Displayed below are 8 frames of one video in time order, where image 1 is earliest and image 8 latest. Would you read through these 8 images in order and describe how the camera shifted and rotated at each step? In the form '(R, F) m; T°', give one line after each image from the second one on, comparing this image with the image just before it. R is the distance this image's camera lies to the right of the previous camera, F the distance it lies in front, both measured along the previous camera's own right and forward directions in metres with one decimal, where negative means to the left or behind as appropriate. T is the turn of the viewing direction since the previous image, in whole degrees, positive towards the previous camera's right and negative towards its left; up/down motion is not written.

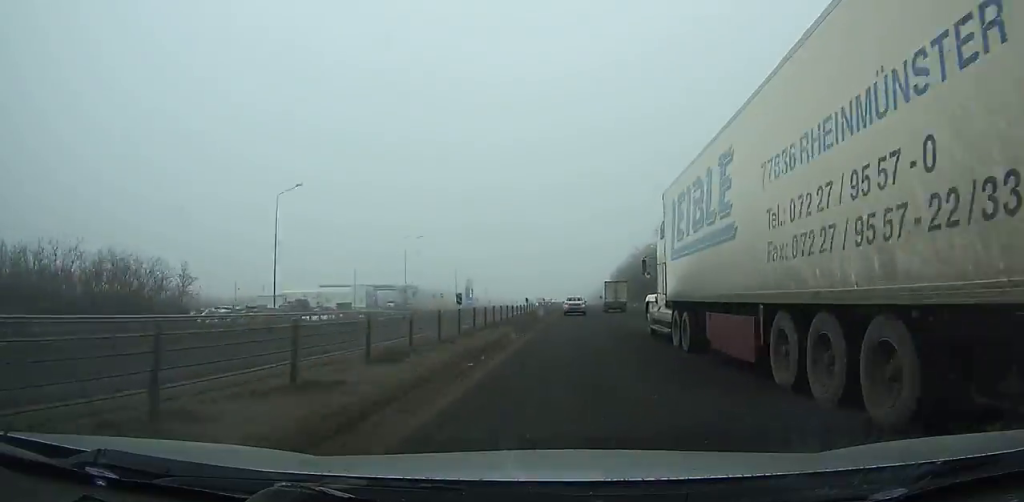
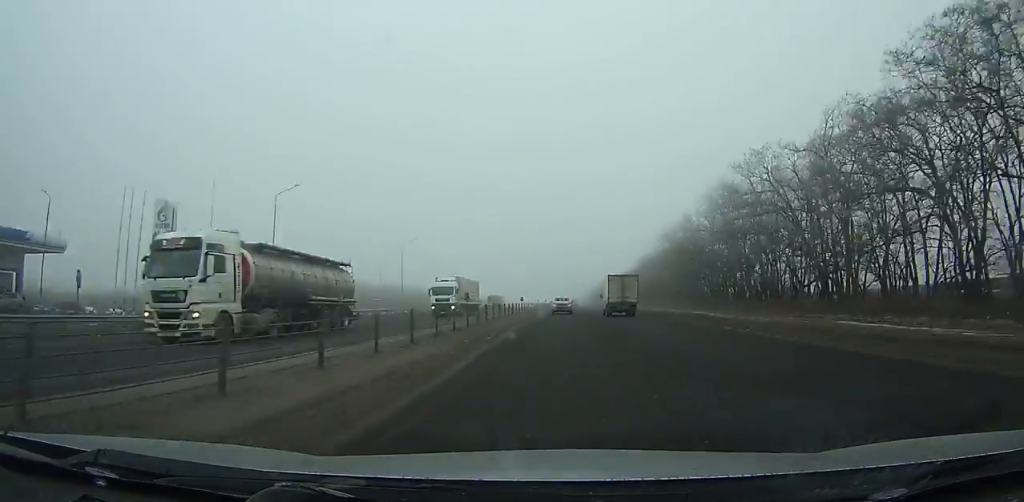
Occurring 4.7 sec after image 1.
(-0.1, +116.2) m; 0°
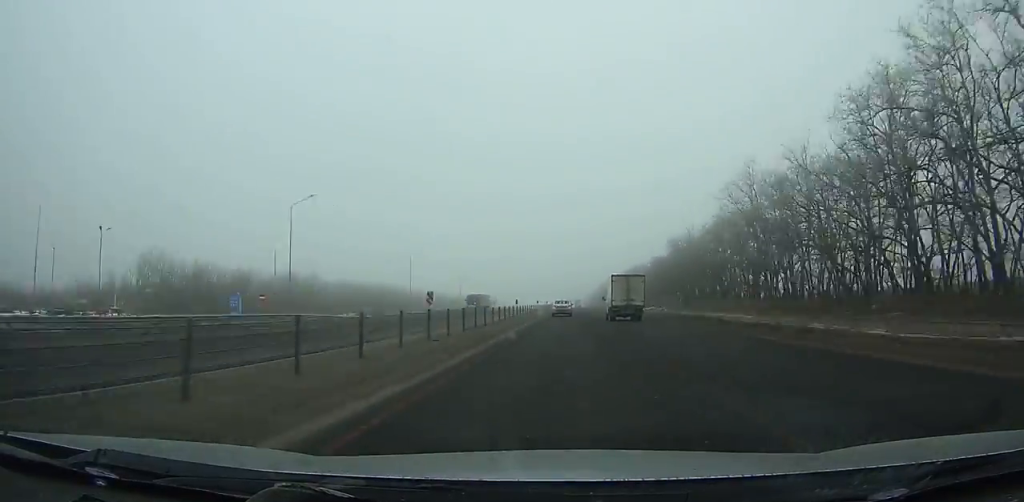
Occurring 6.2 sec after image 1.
(0.0, +37.1) m; 0°
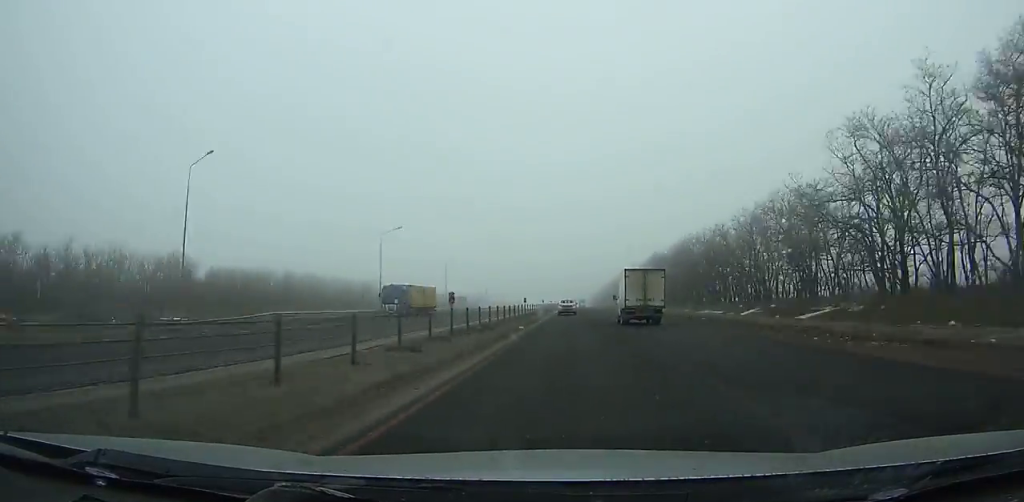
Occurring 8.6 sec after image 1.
(0.0, +59.6) m; 0°
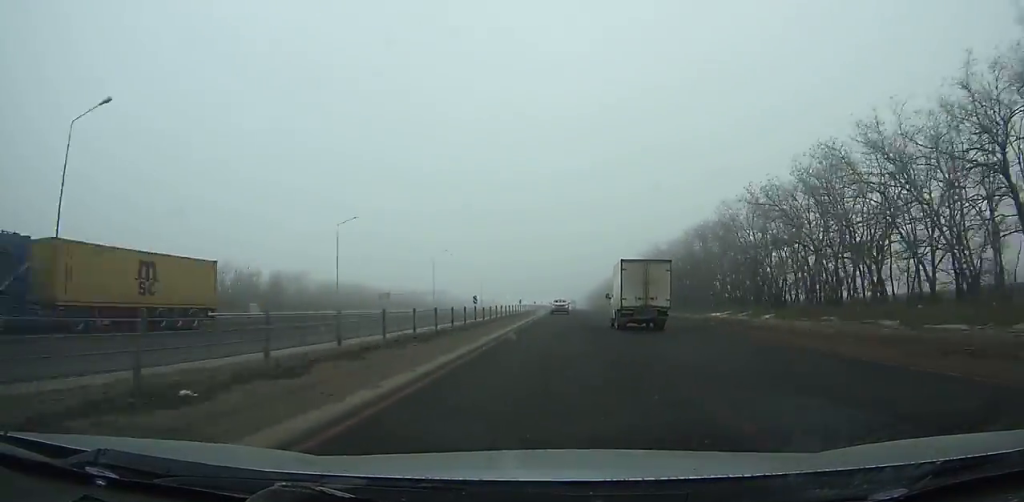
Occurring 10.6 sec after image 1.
(+0.3, +50.2) m; 0°
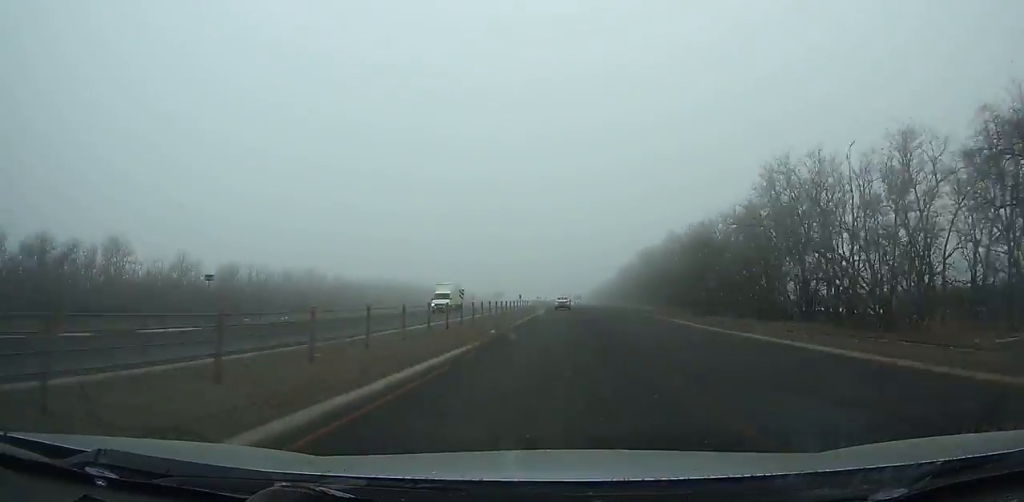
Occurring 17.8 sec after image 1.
(-0.4, +186.2) m; 0°
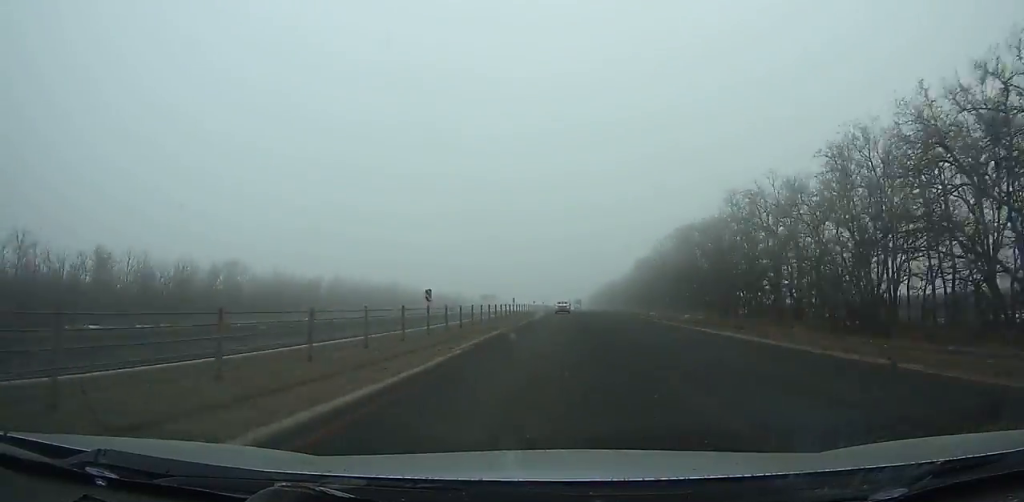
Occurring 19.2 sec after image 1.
(+0.1, +37.1) m; 0°
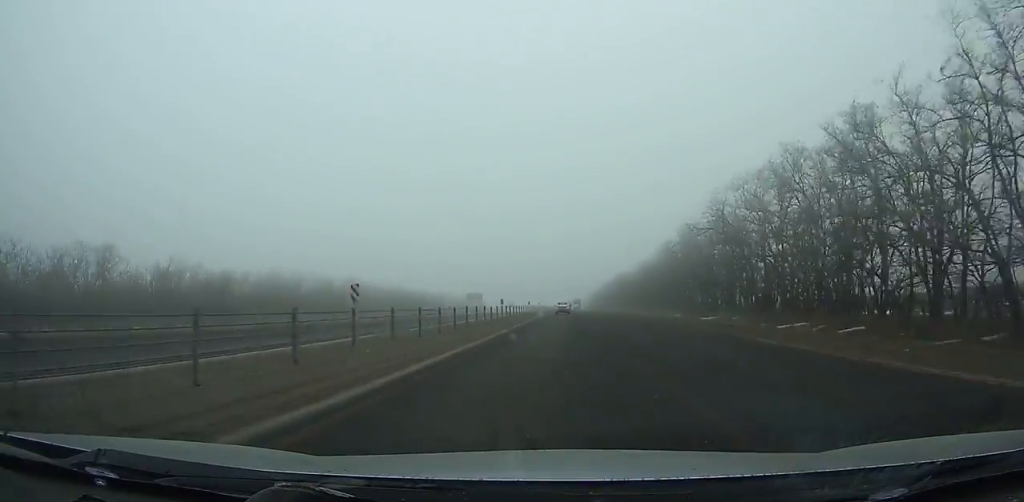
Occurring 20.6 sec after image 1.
(0.0, +37.0) m; 0°
